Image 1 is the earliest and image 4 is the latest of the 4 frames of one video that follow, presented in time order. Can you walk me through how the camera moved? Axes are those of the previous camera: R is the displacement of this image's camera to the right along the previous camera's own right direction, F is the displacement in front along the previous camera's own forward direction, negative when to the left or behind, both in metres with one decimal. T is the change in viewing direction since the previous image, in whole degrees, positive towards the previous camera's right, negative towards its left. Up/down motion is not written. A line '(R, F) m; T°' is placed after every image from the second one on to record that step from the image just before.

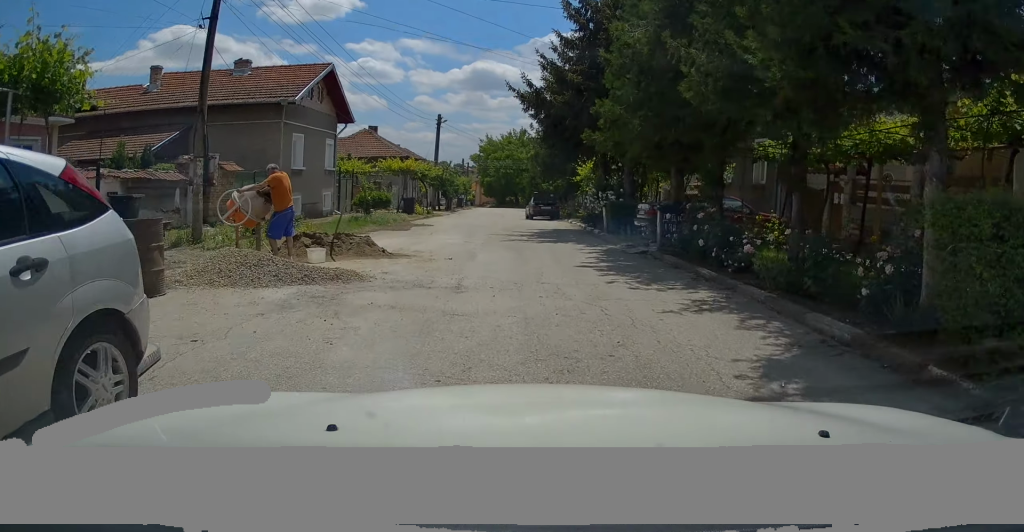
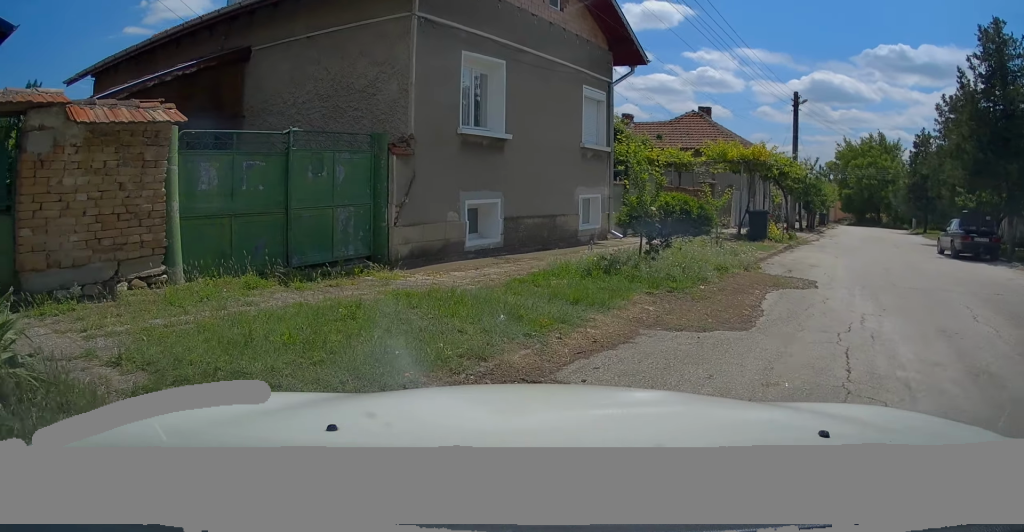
(-2.1, +12.3) m; -34°
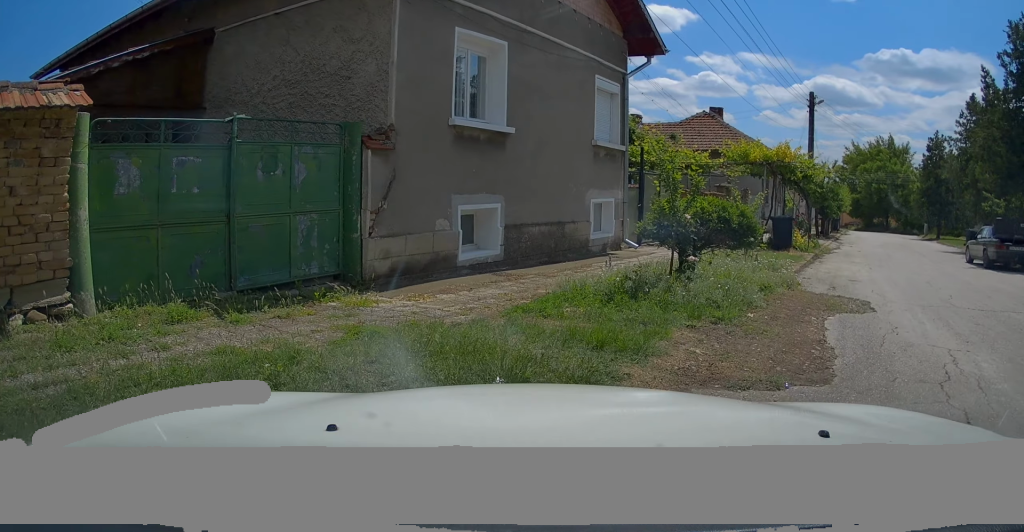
(+0.1, +1.1) m; 0°
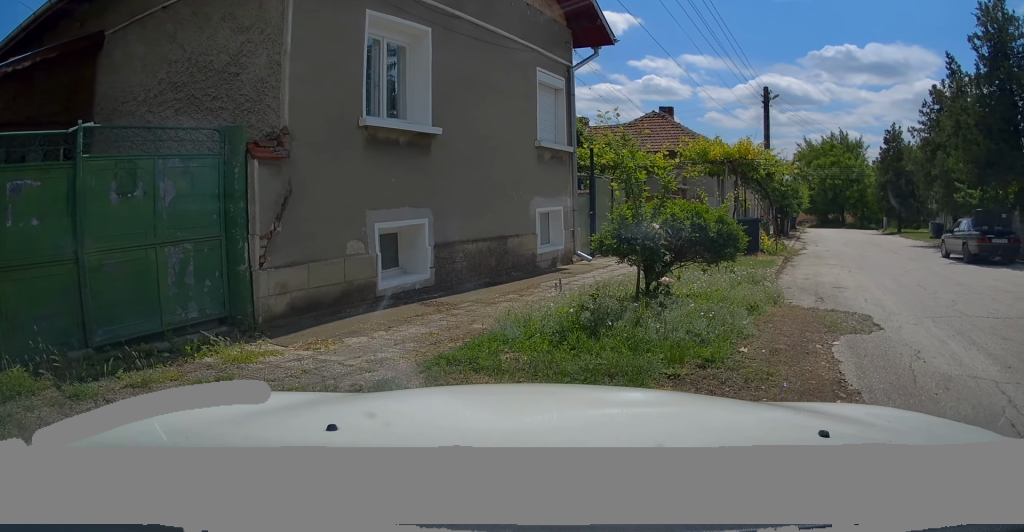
(+0.3, +0.6) m; 0°
